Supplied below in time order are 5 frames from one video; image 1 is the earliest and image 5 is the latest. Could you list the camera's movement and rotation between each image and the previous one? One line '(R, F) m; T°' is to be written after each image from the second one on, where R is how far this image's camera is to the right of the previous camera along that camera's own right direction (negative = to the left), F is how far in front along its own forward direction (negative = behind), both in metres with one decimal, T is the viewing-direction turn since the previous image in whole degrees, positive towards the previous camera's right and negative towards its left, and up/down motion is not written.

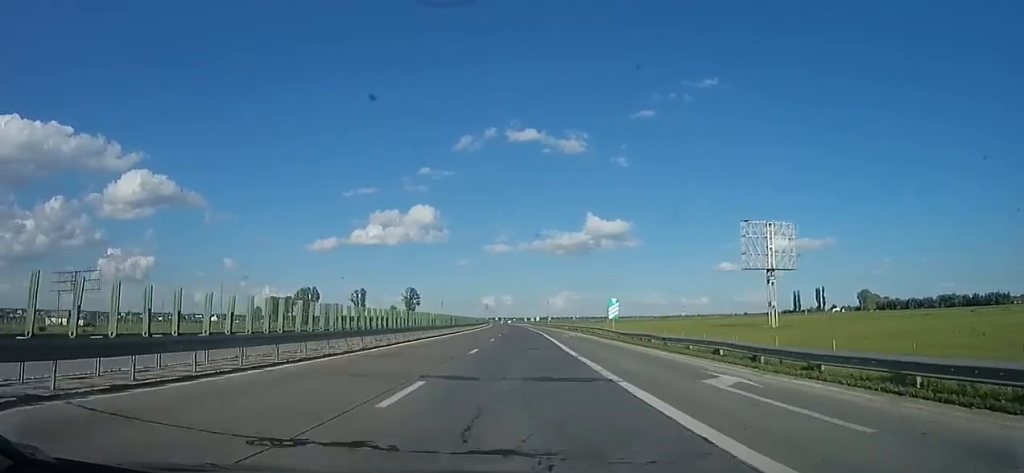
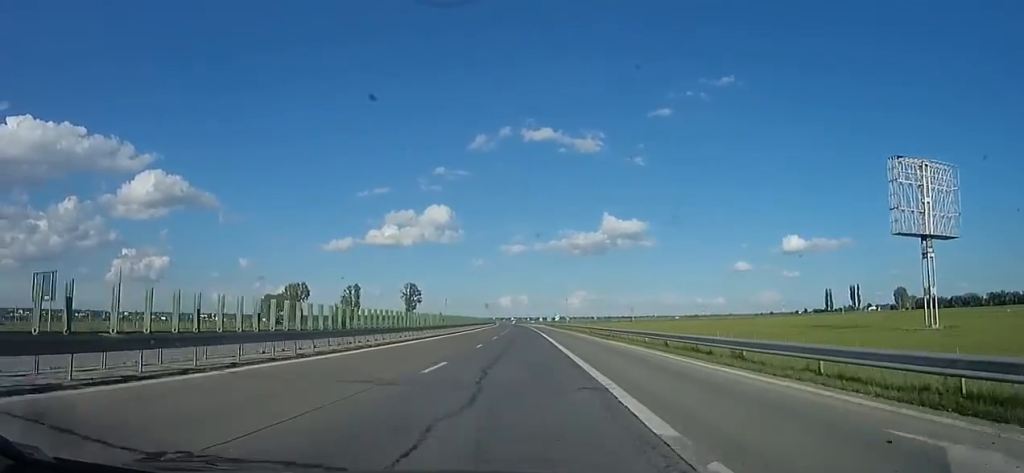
(0.0, +43.5) m; -2°
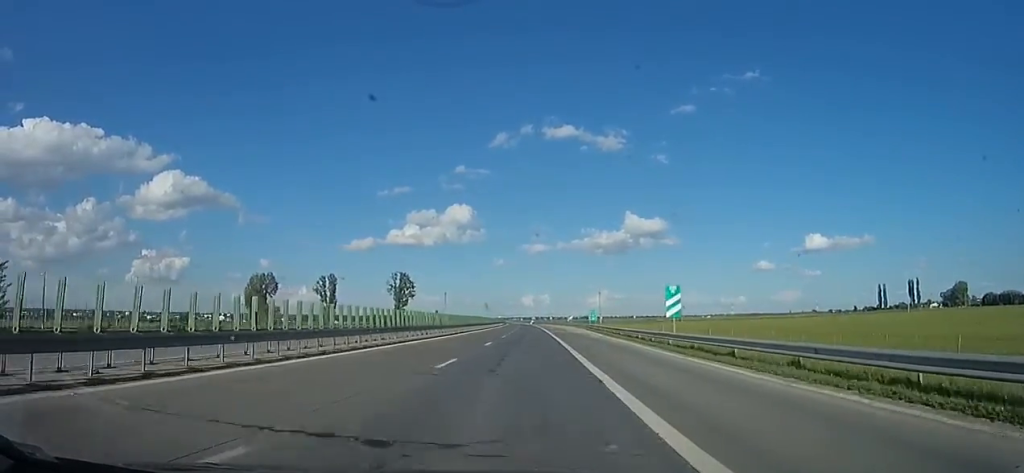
(-3.6, +70.7) m; -4°
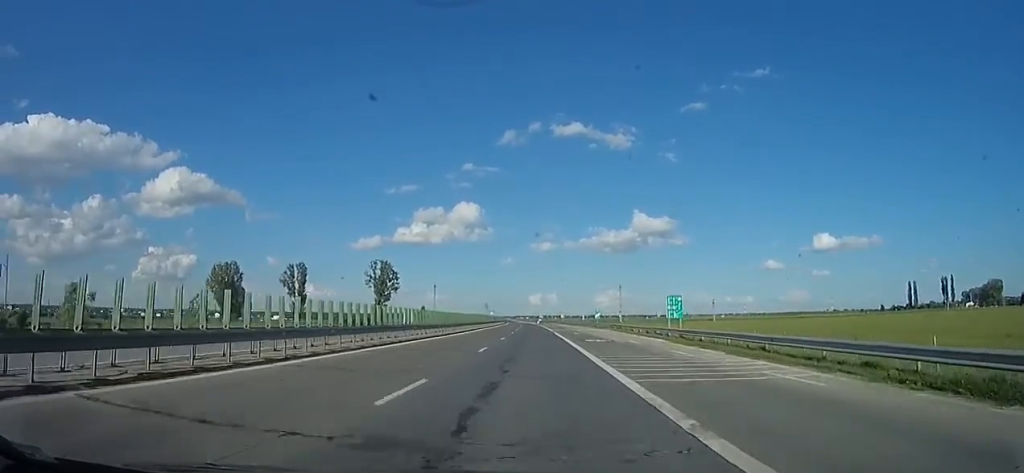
(+1.1, +42.3) m; 0°
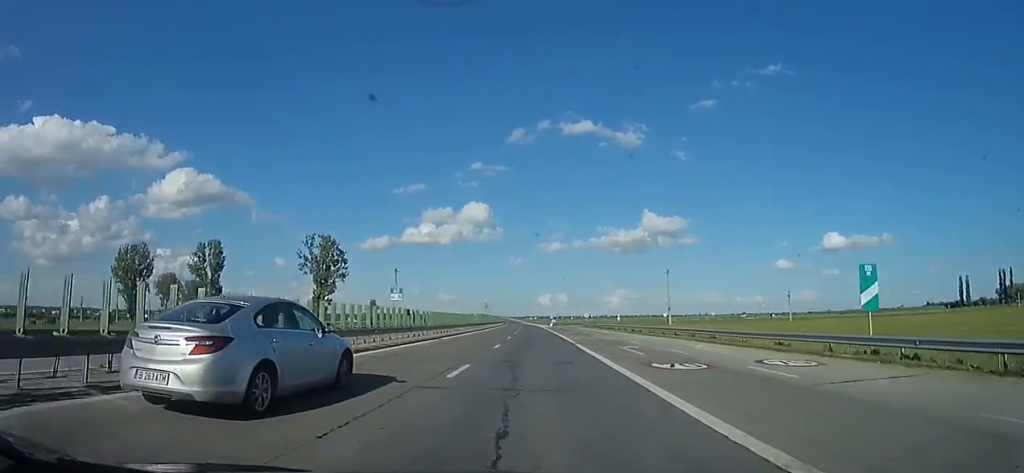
(-0.3, +68.2) m; -1°
